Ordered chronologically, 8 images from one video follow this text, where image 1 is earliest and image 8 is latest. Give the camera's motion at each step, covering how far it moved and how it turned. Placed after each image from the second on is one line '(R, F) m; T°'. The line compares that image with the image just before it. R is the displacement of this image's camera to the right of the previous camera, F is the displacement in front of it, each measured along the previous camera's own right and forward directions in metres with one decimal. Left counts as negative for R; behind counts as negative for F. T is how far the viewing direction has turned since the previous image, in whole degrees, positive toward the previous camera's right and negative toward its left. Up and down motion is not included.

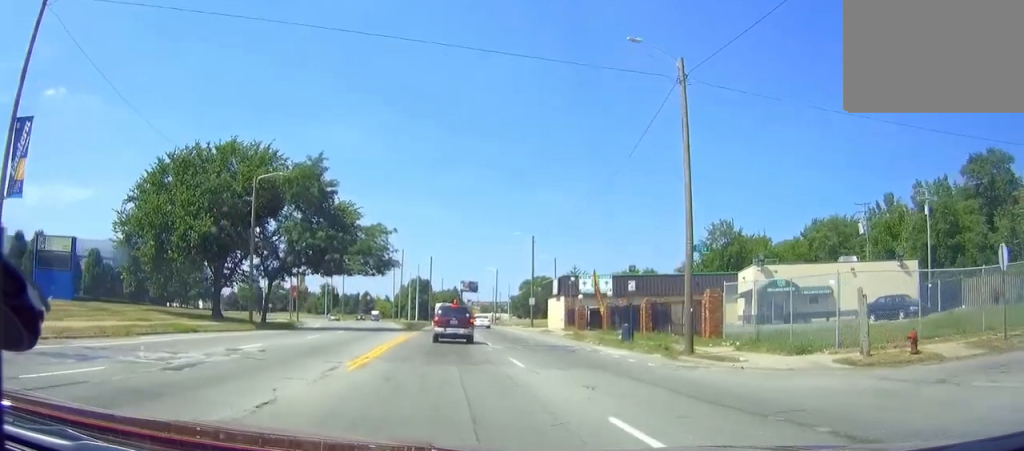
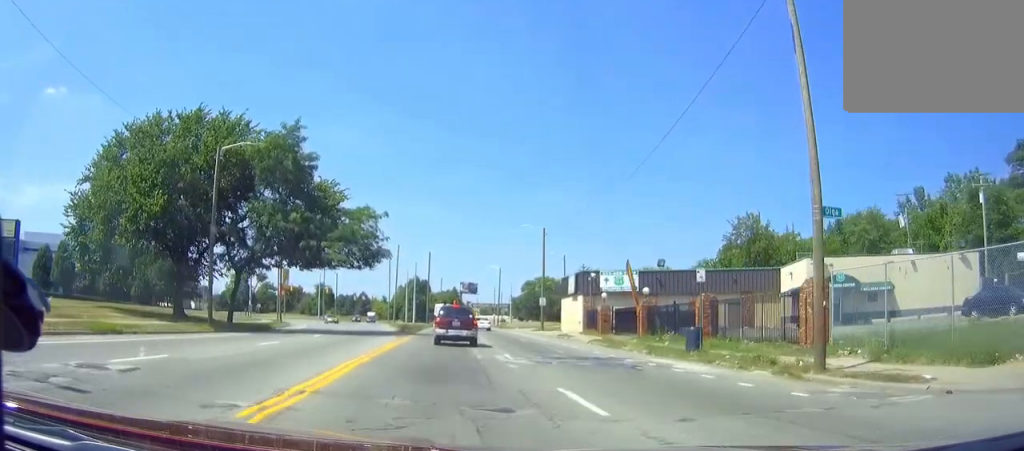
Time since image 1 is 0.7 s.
(0.0, +8.2) m; 0°
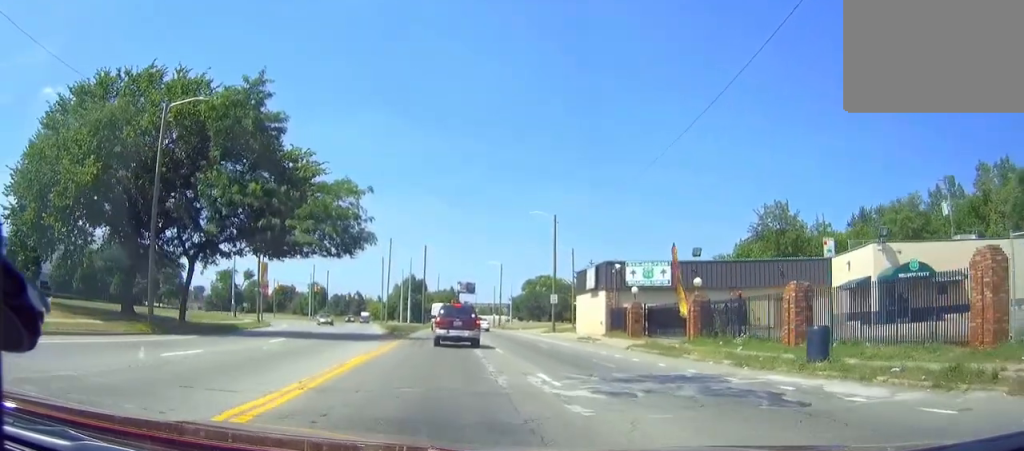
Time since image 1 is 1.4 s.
(0.0, +8.8) m; 0°
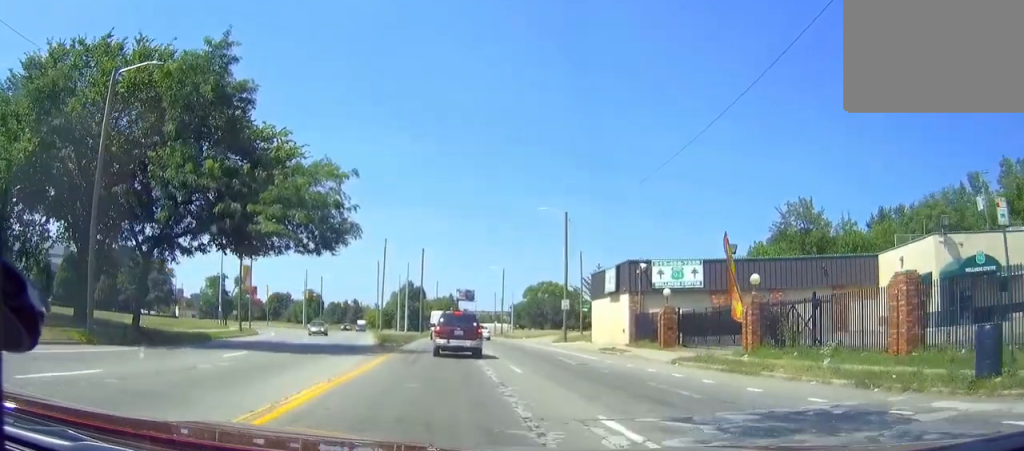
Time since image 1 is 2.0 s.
(0.0, +5.9) m; 0°
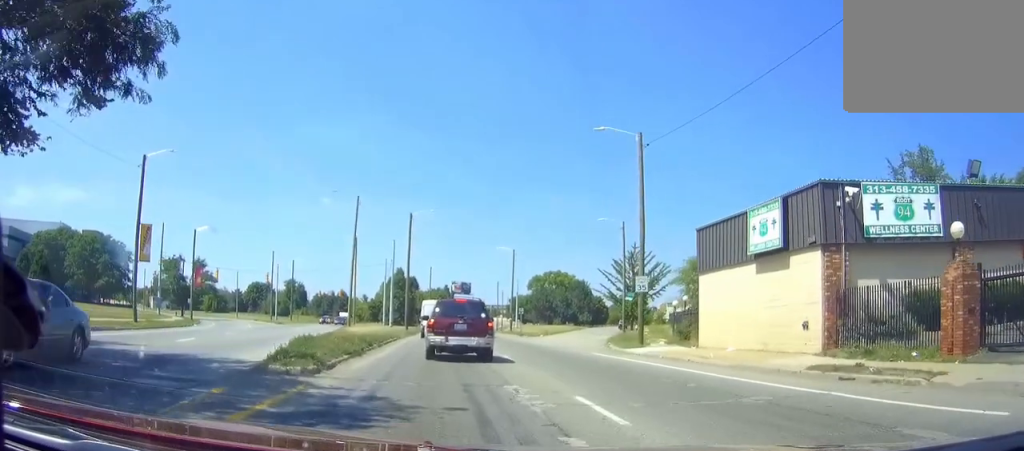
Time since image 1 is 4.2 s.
(+0.1, +21.2) m; +1°
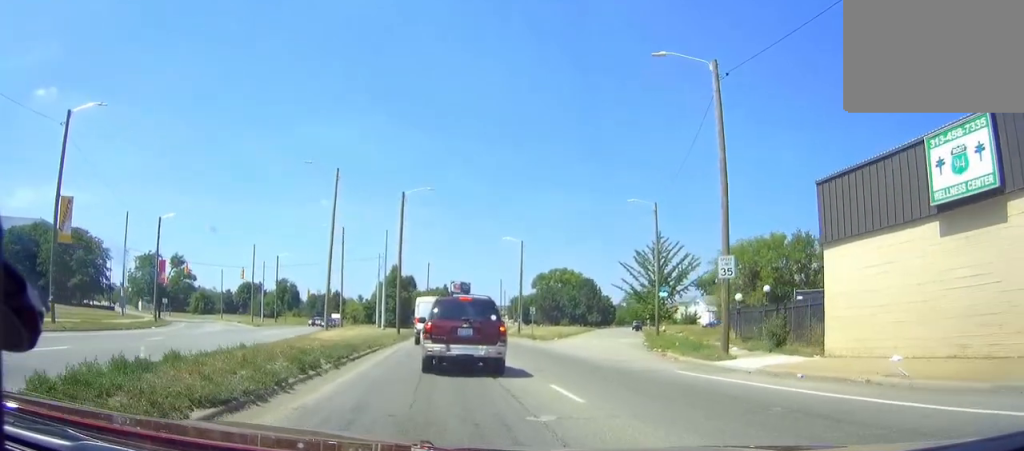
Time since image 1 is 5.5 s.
(0.0, +9.4) m; +1°
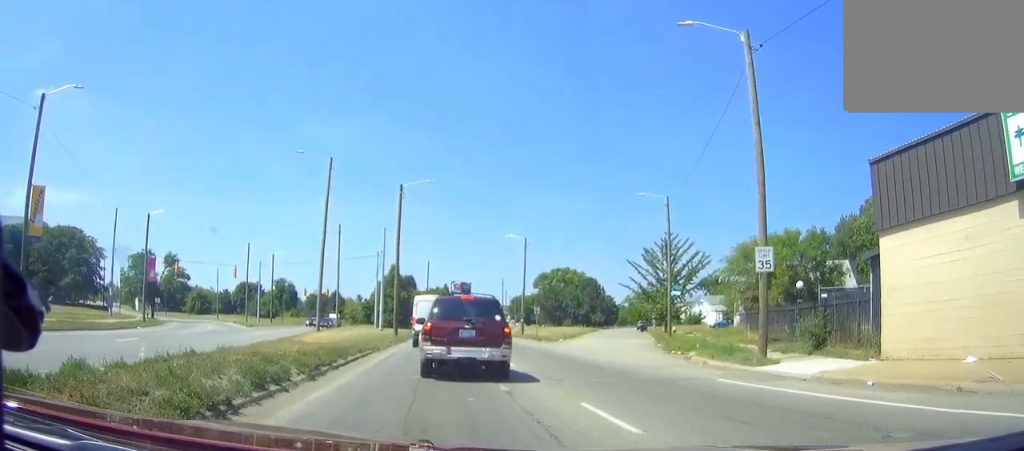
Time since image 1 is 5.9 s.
(0.0, +2.6) m; +1°
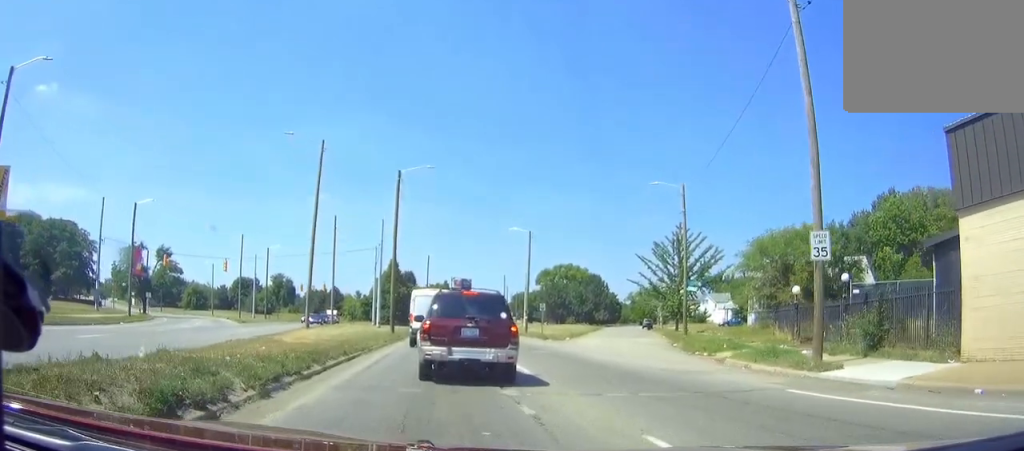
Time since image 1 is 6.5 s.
(0.0, +3.4) m; +1°
